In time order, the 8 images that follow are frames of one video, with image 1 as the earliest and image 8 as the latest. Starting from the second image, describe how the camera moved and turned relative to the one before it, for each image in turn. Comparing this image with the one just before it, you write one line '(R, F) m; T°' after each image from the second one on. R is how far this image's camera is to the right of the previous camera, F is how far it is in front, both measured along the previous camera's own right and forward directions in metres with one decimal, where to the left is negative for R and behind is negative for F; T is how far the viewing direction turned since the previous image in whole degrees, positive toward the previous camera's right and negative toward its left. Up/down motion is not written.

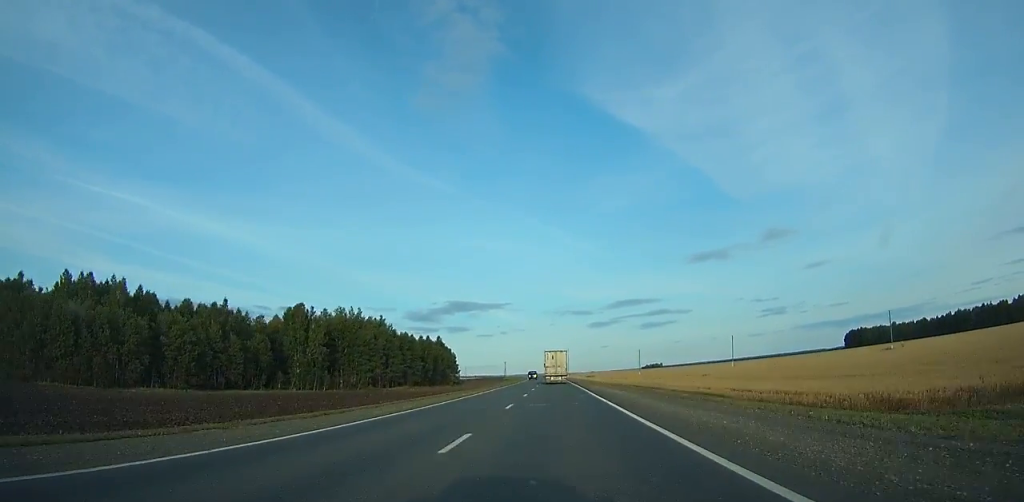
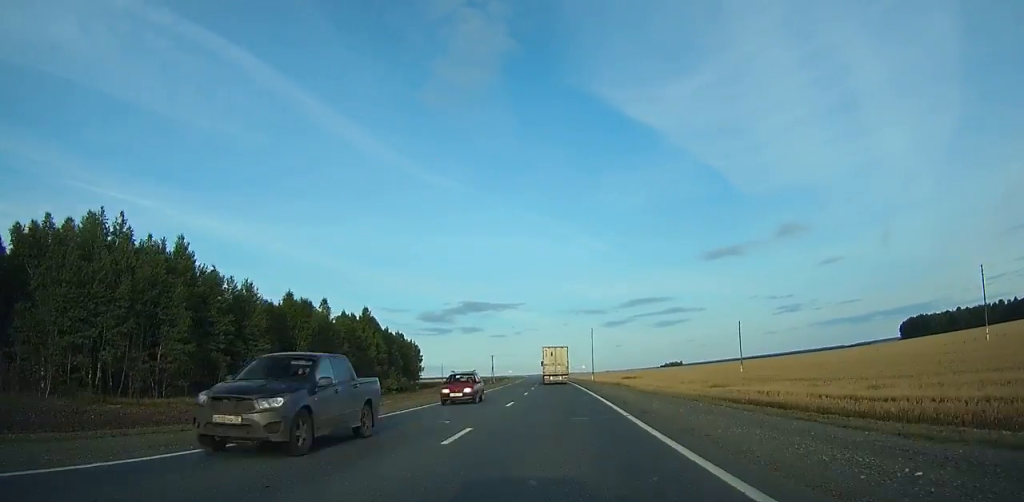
(-0.3, +98.6) m; -1°
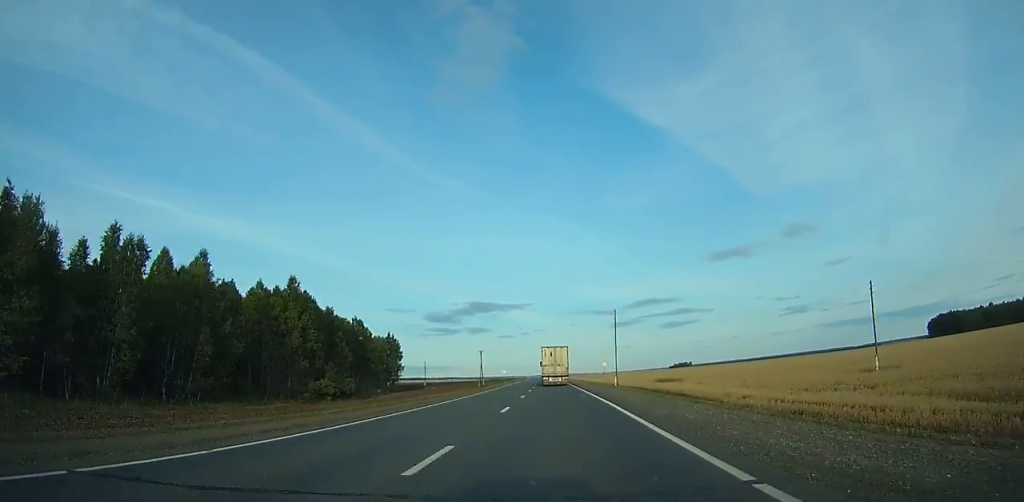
(0.0, +41.0) m; -1°
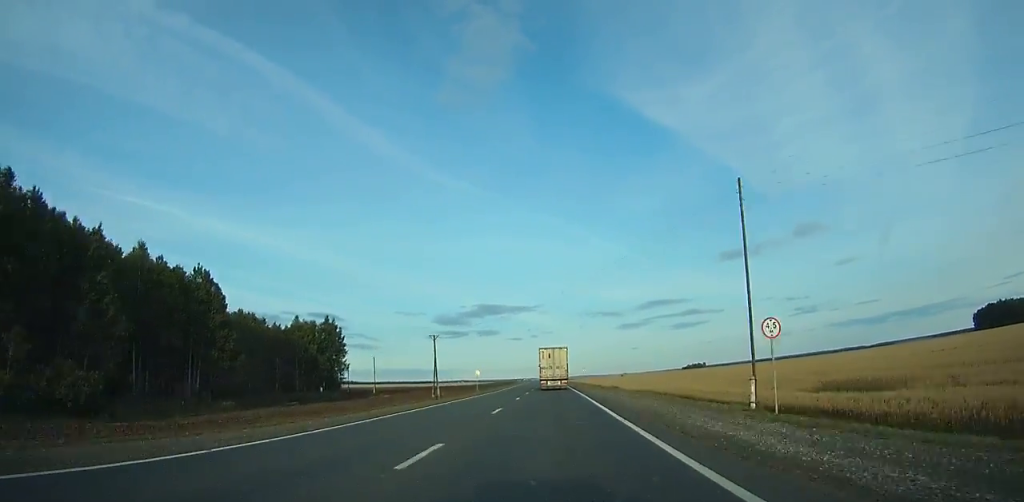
(-0.9, +63.1) m; -1°
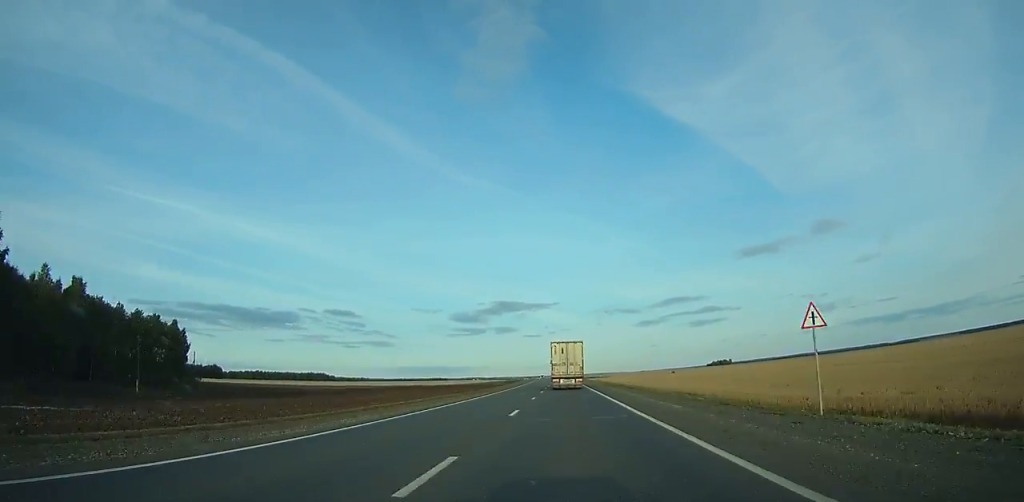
(-1.2, +102.4) m; -1°
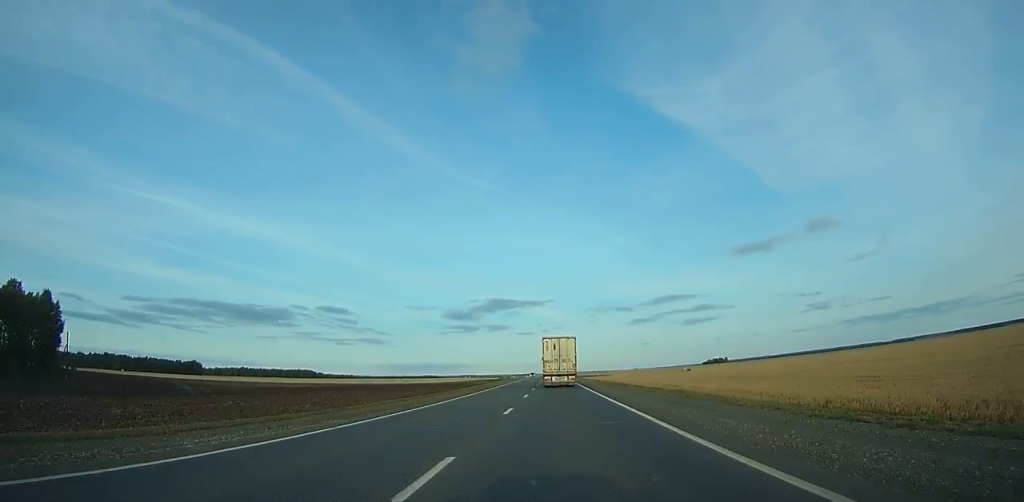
(-0.1, +36.4) m; 0°
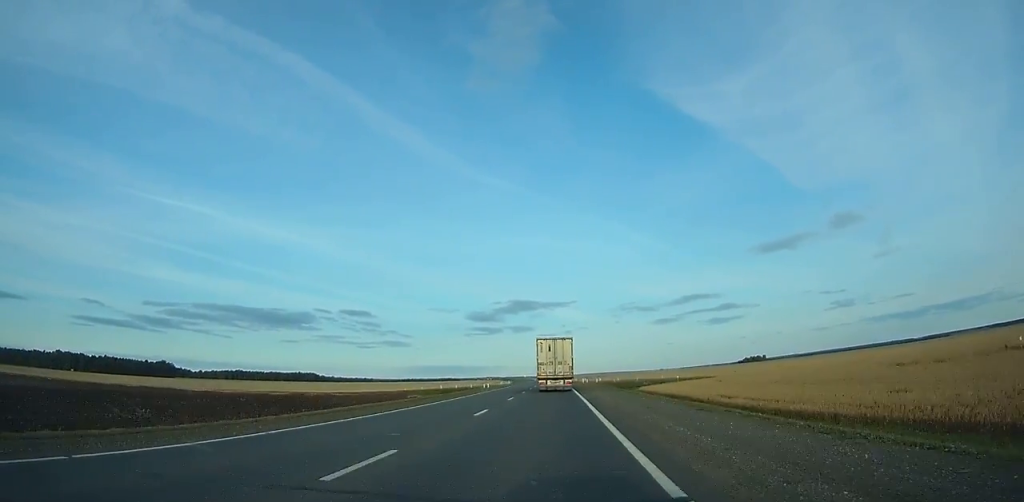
(-0.9, +136.8) m; -2°
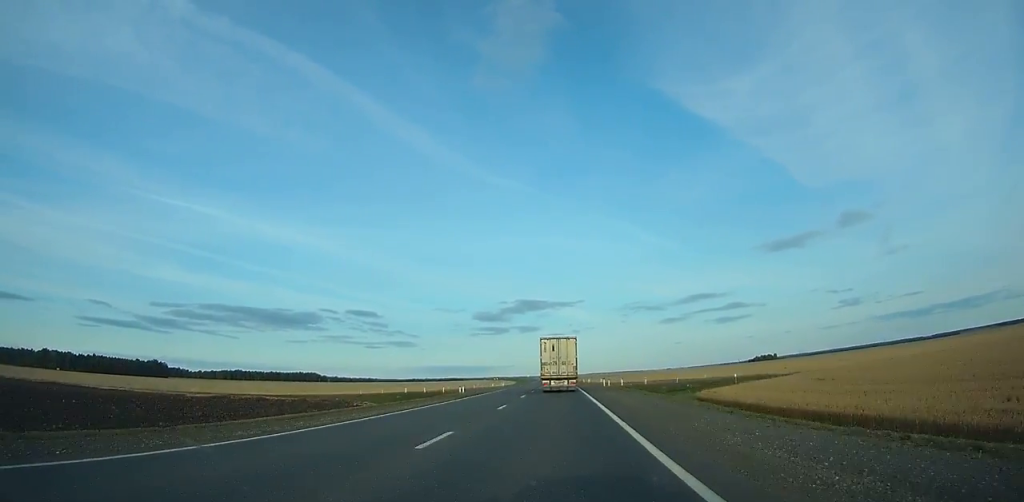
(-0.3, +33.6) m; -1°
